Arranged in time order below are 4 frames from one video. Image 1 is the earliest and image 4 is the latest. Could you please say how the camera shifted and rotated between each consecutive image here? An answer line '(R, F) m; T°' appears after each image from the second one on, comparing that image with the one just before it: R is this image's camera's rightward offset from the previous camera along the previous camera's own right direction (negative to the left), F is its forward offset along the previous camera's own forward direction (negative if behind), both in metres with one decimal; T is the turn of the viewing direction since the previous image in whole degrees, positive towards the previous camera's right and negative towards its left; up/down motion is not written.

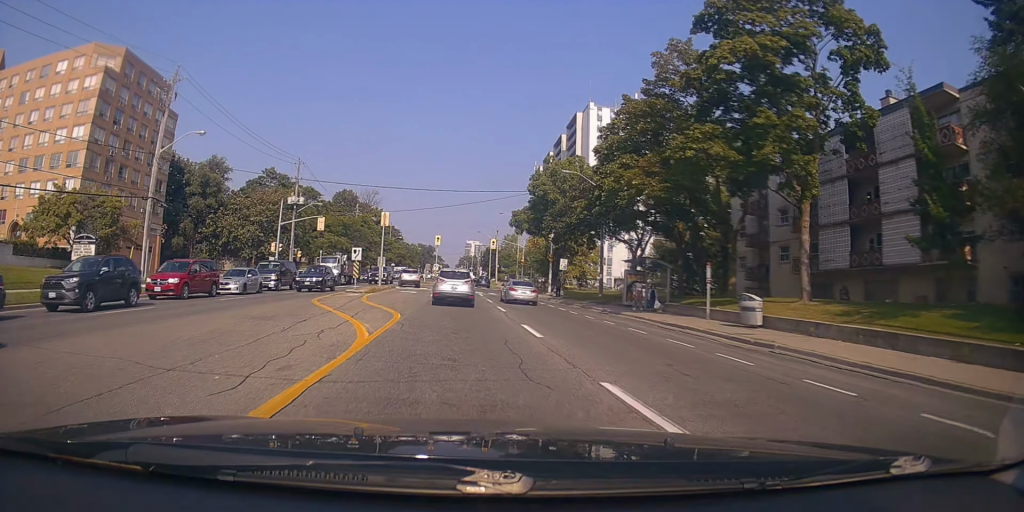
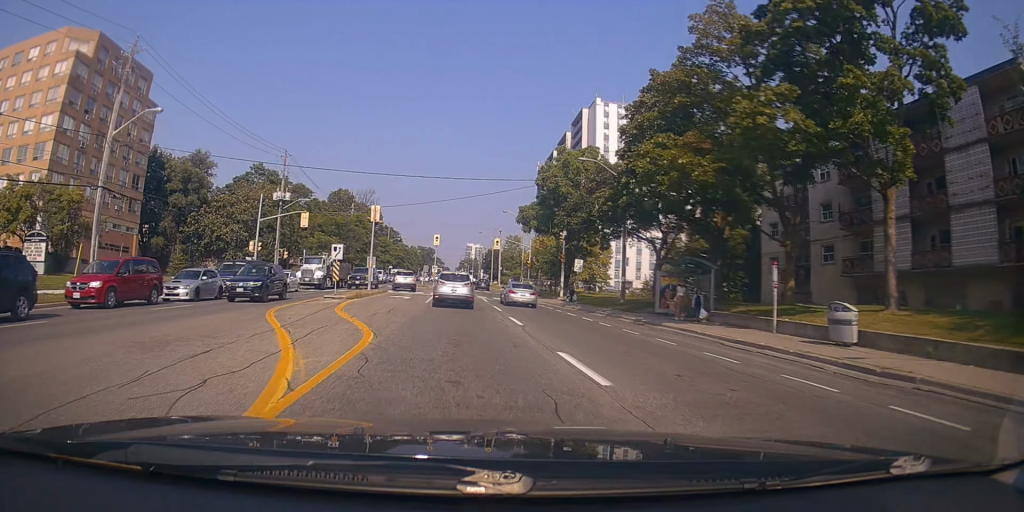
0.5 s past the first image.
(0.0, +5.7) m; 0°
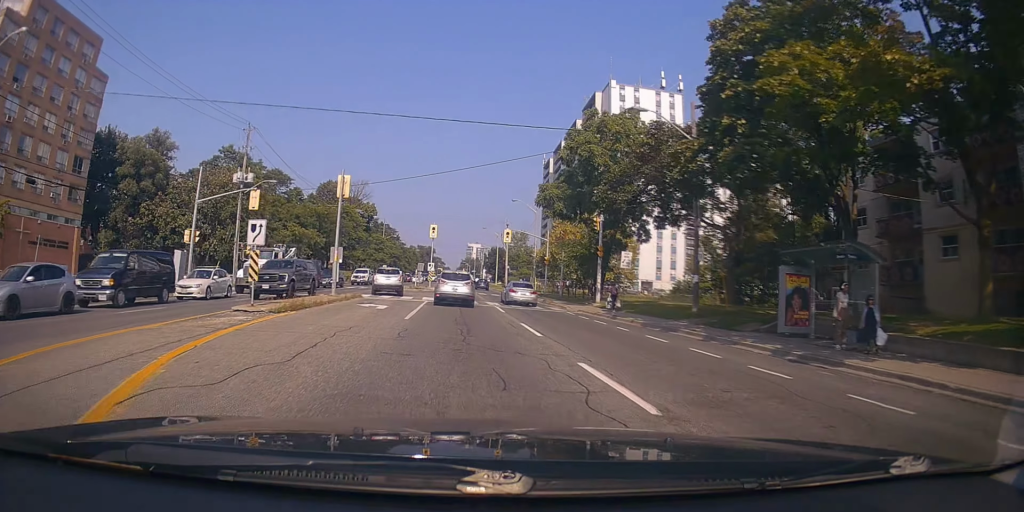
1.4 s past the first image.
(-0.3, +11.7) m; +1°
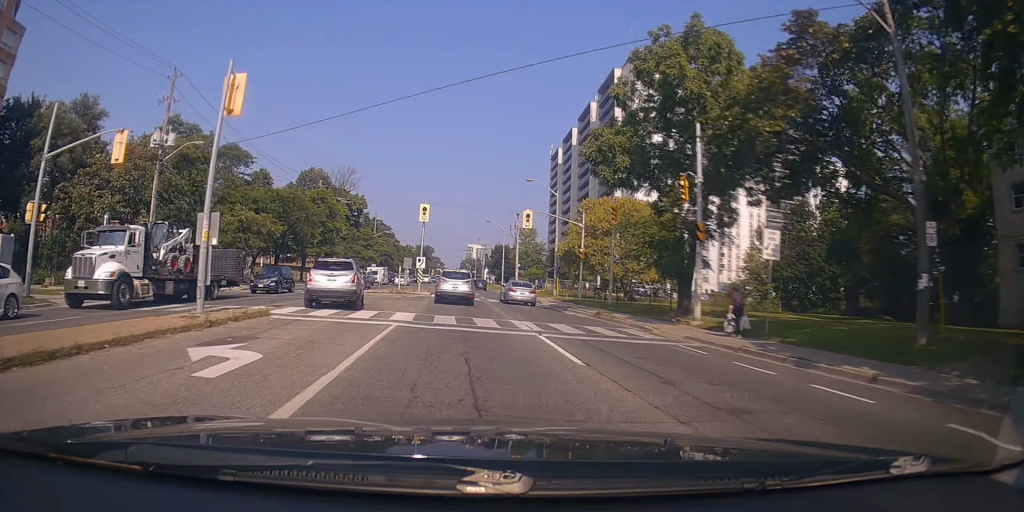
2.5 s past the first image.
(+0.5, +15.1) m; 0°
